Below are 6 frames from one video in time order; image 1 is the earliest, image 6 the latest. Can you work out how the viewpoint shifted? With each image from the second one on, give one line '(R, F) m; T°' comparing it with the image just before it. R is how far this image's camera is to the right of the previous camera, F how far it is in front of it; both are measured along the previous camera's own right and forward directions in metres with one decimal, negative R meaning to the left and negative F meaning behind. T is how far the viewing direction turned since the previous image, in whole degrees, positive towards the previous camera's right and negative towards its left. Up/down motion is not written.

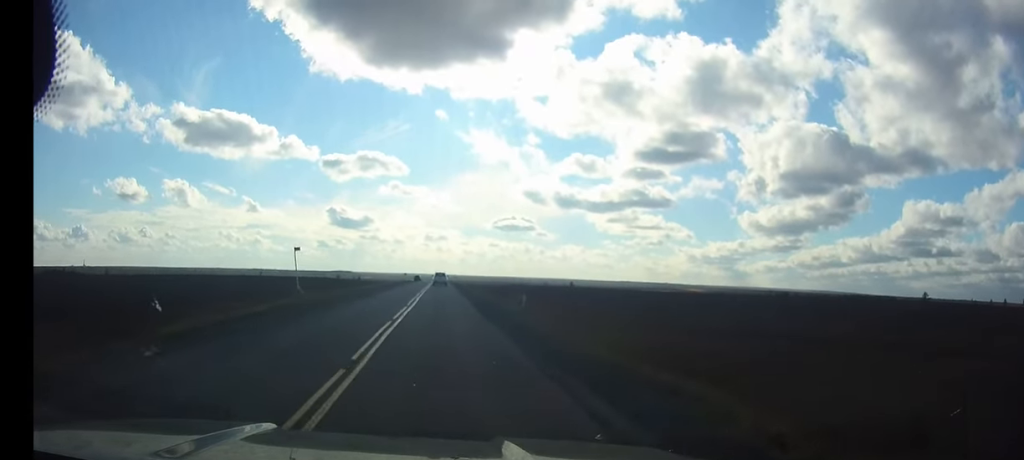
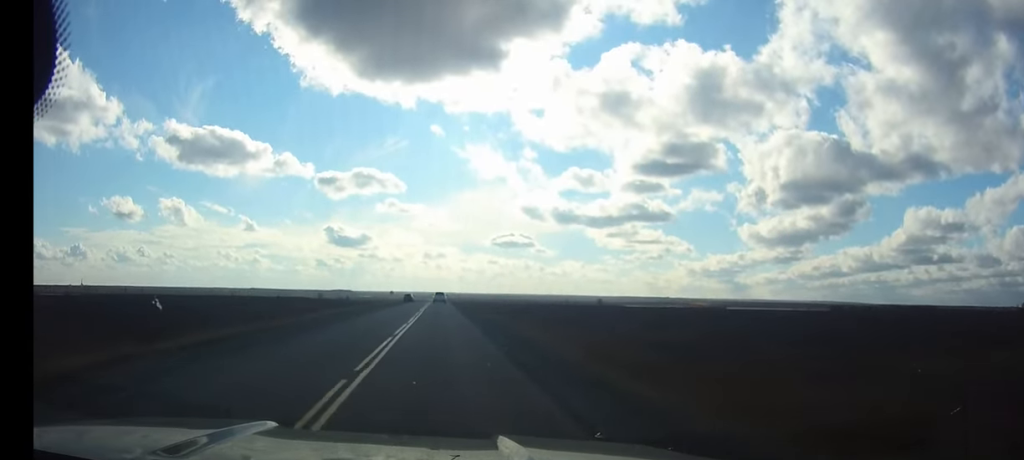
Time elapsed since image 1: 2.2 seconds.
(0.0, +41.6) m; 0°
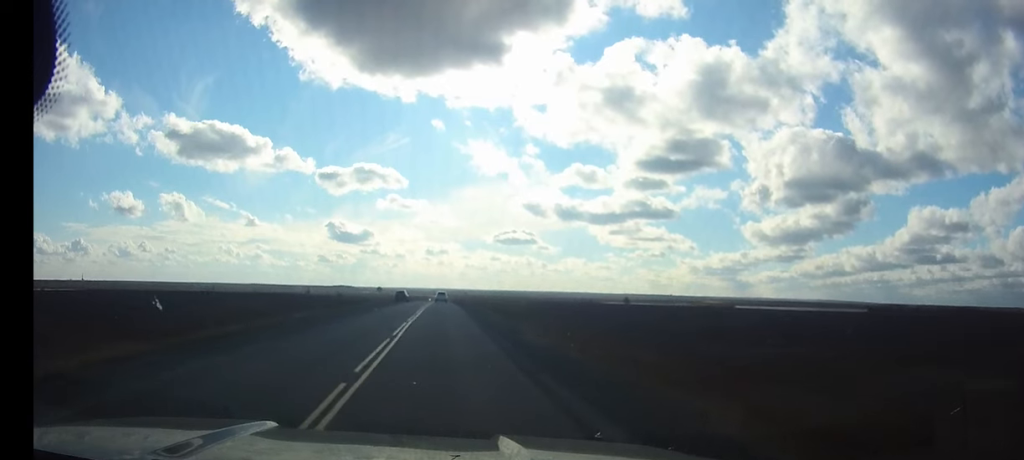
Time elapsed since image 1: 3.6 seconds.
(0.0, +25.1) m; 0°
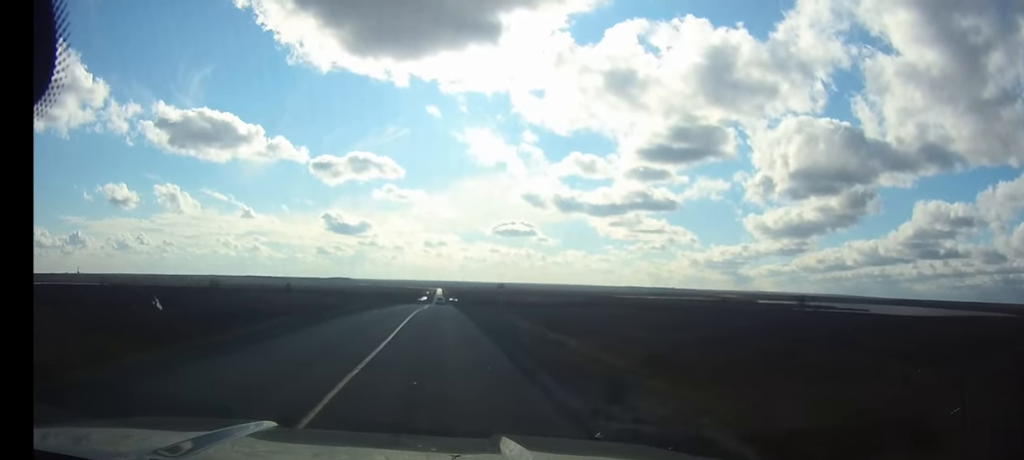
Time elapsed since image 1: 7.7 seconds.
(0.0, +84.0) m; 0°
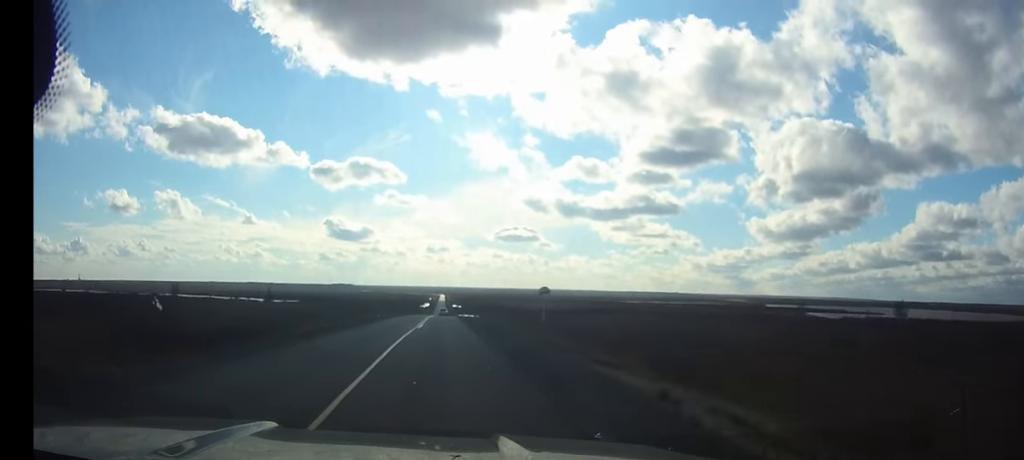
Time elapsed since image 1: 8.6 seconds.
(0.0, +21.2) m; 0°
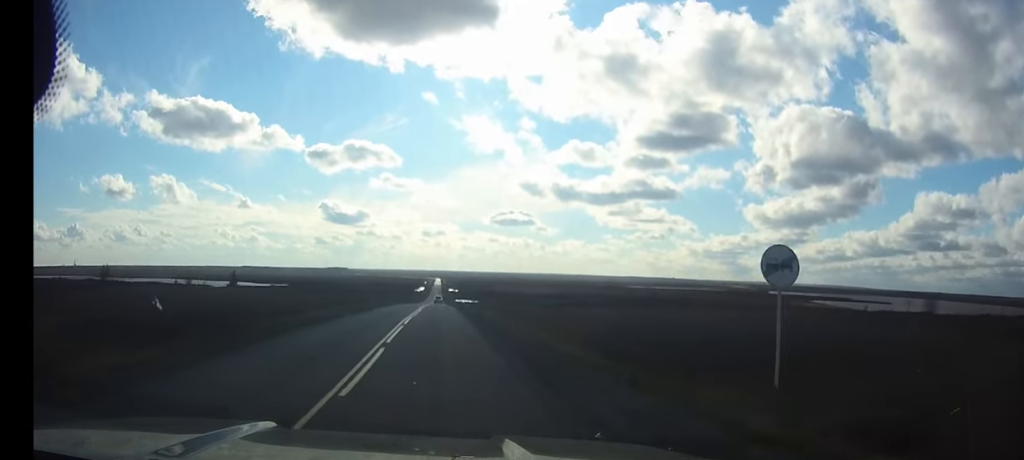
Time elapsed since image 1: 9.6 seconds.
(0.0, +23.4) m; 0°
